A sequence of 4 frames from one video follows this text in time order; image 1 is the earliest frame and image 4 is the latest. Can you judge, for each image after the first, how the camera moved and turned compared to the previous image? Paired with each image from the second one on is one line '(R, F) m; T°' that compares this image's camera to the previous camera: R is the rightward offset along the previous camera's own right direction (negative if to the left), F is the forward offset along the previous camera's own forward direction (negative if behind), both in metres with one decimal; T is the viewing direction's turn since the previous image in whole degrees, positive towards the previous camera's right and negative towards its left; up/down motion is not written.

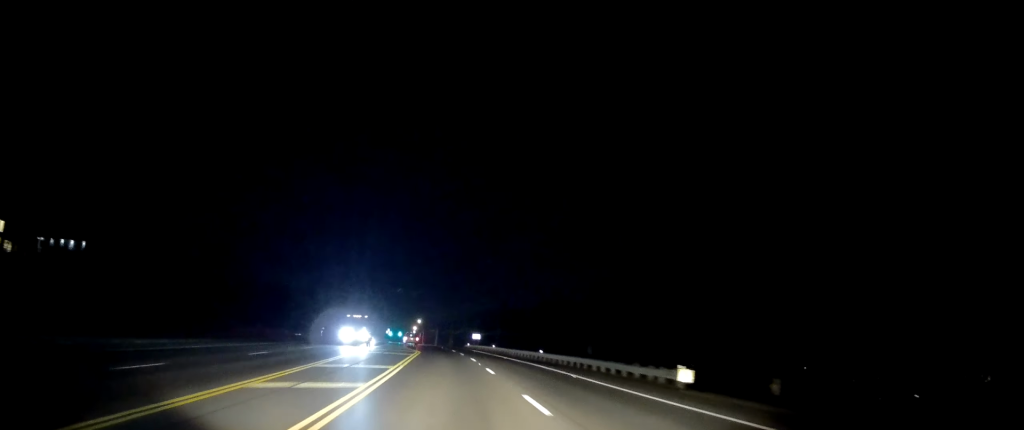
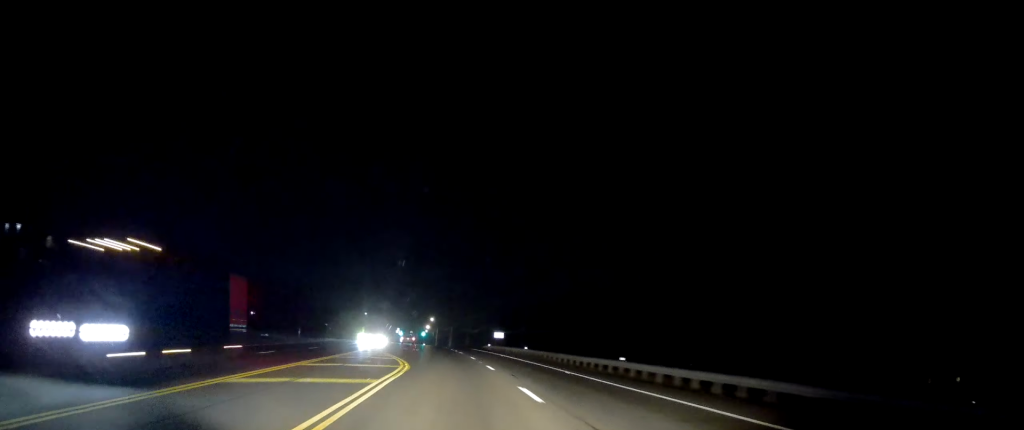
(-0.2, +21.8) m; -1°
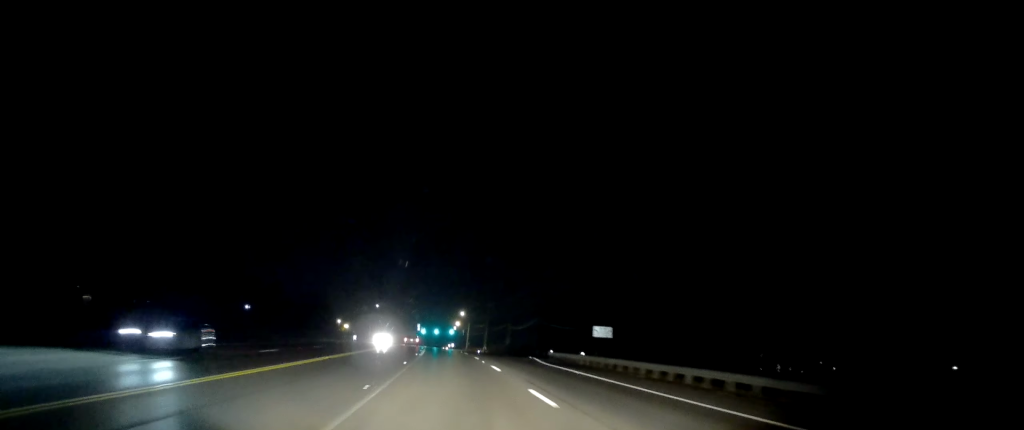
(-1.1, +49.3) m; -3°
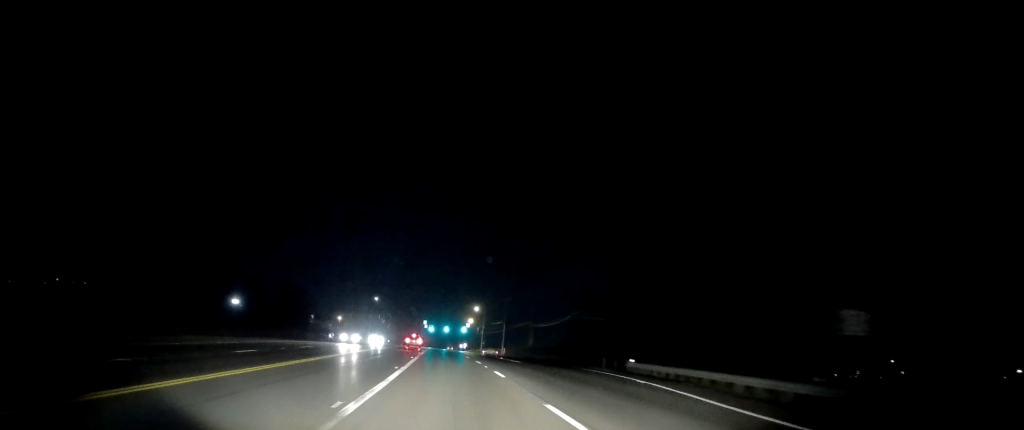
(-0.4, +27.9) m; -2°
